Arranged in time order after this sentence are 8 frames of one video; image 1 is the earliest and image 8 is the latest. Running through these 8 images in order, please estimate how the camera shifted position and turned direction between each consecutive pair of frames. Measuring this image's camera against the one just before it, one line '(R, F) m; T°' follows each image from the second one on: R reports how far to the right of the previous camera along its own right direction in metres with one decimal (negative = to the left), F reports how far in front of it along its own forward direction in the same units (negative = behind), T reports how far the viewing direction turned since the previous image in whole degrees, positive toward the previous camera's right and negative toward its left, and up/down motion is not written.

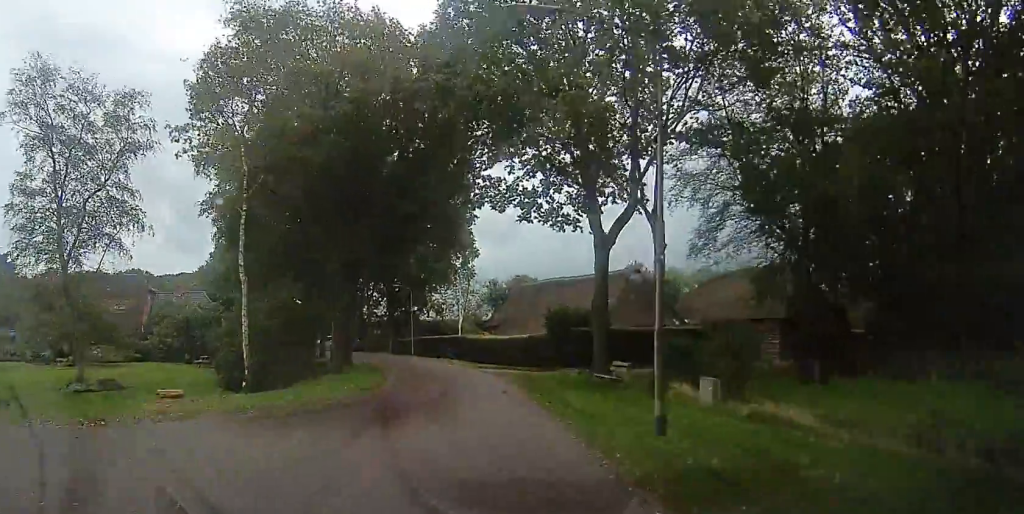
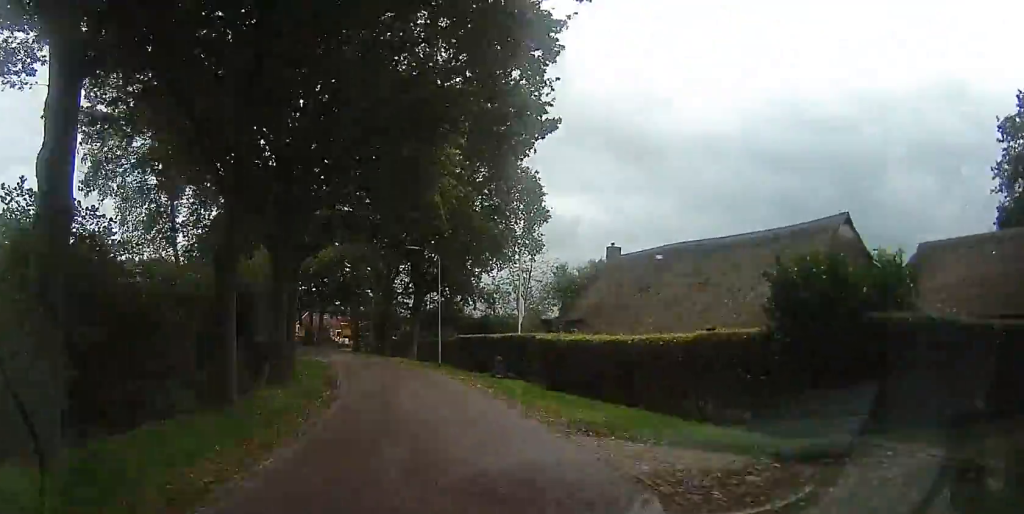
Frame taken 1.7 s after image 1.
(0.0, +20.8) m; -2°
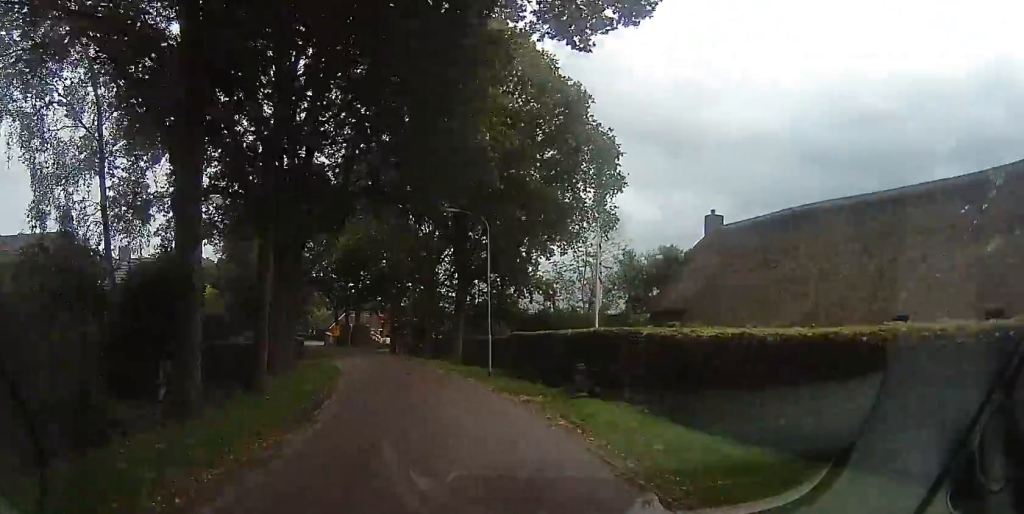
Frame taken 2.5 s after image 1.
(+0.2, +8.6) m; -5°
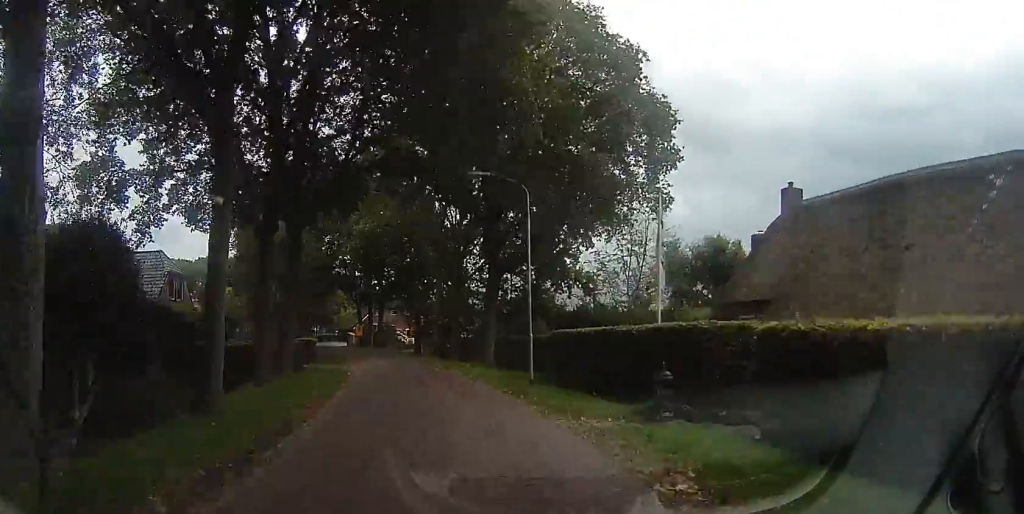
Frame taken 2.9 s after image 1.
(-0.6, +4.5) m; -3°
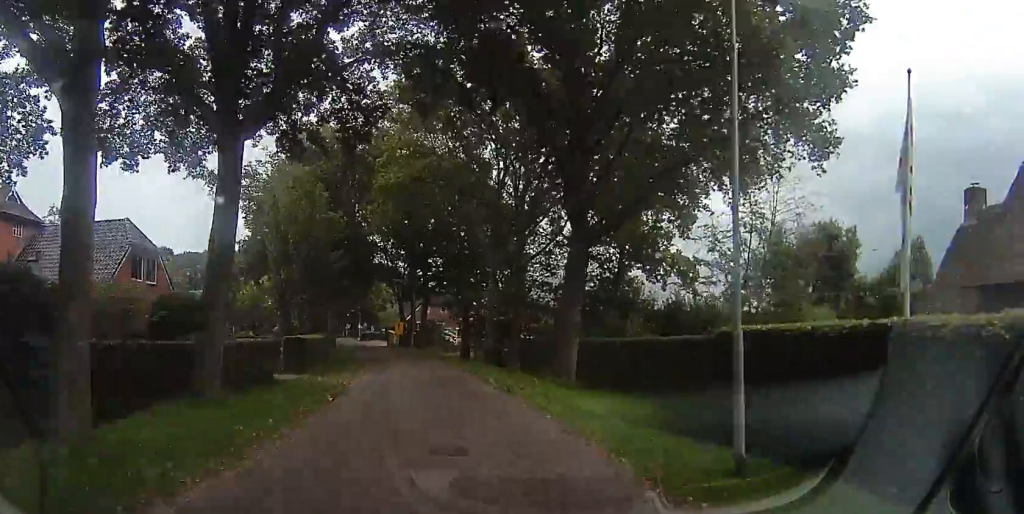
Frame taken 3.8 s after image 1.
(-0.8, +10.1) m; -6°
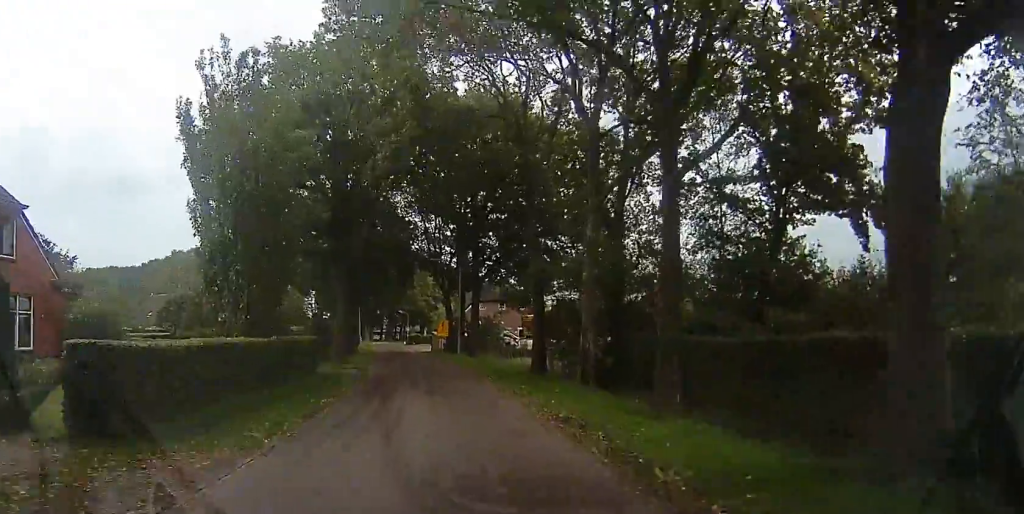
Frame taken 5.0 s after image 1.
(-0.6, +14.4) m; -5°
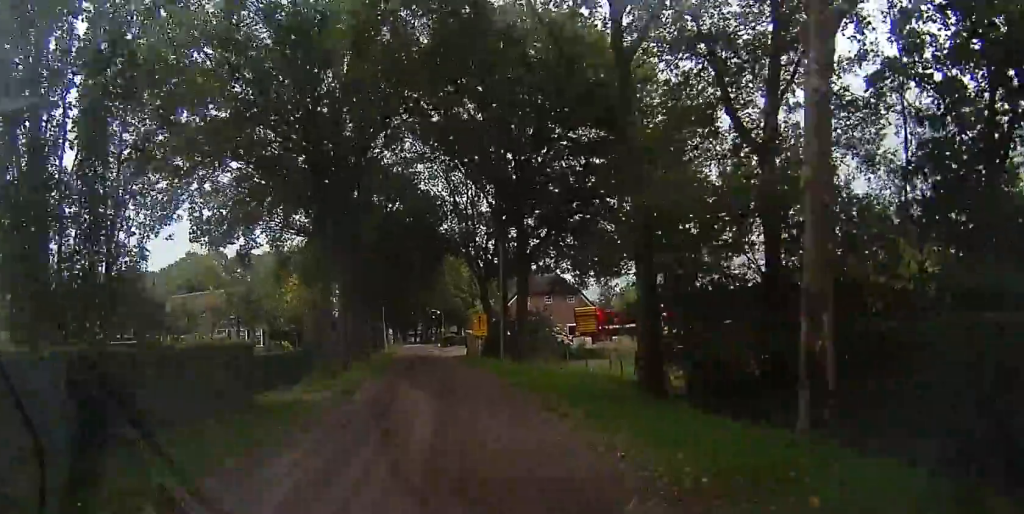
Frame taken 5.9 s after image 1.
(-0.3, +10.4) m; -4°
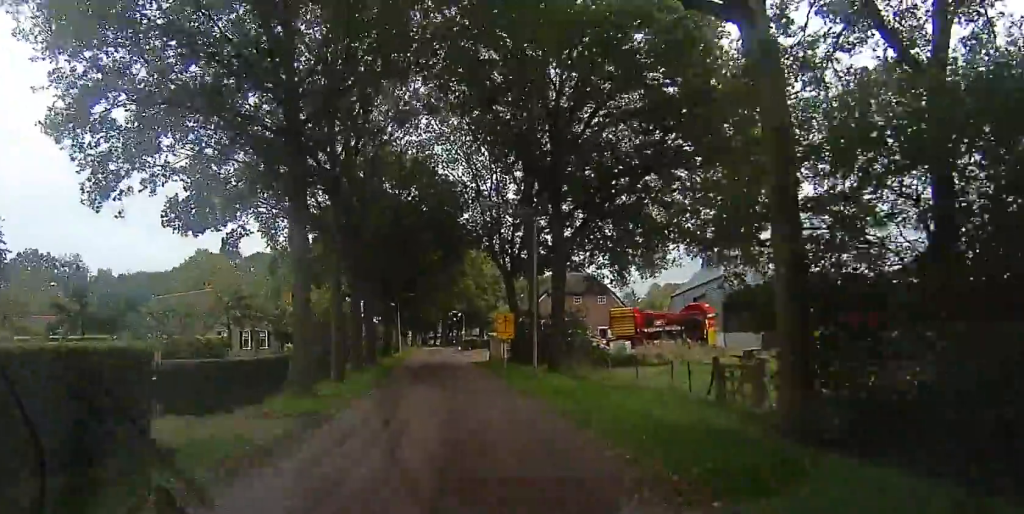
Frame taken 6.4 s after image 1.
(+0.2, +5.4) m; -2°
